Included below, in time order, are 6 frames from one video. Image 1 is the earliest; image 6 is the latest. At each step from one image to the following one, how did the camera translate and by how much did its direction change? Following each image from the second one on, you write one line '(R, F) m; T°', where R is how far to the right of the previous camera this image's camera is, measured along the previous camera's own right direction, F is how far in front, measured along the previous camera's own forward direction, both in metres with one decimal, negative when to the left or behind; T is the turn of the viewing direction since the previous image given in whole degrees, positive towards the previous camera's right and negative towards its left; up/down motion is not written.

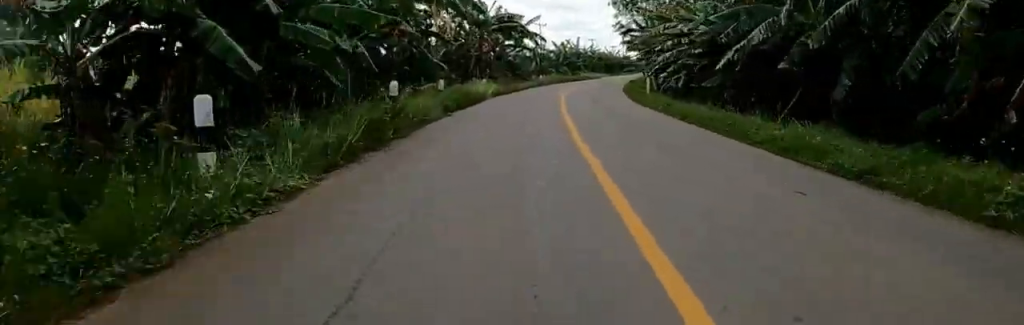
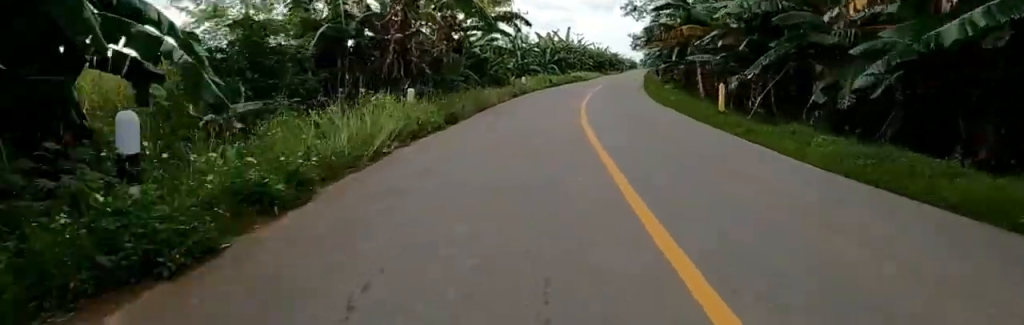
(+1.9, +15.1) m; +5°
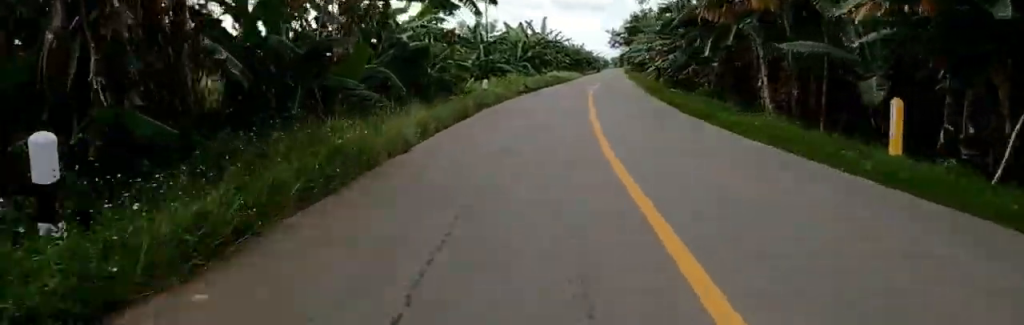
(-0.6, +10.6) m; -1°
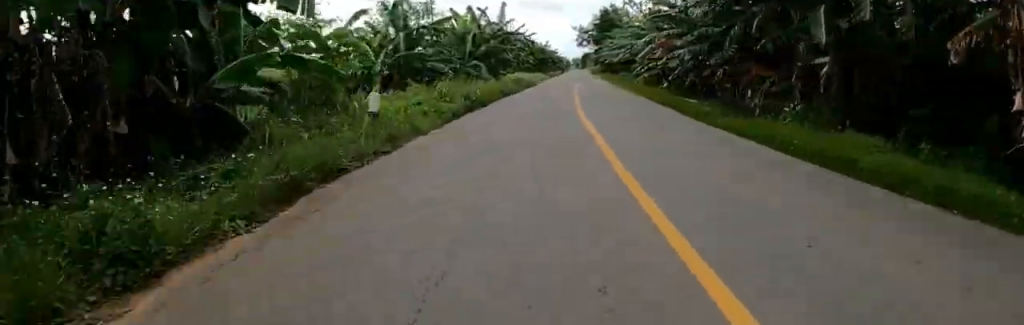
(+0.2, +11.2) m; +4°
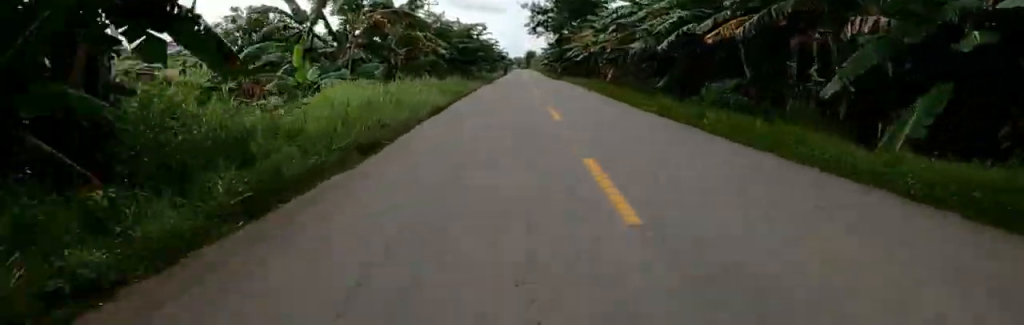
(+1.4, +30.1) m; +8°
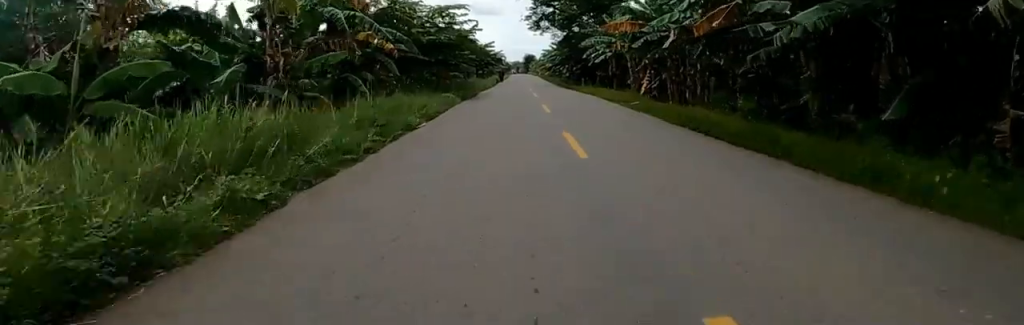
(+1.3, +12.8) m; +1°
